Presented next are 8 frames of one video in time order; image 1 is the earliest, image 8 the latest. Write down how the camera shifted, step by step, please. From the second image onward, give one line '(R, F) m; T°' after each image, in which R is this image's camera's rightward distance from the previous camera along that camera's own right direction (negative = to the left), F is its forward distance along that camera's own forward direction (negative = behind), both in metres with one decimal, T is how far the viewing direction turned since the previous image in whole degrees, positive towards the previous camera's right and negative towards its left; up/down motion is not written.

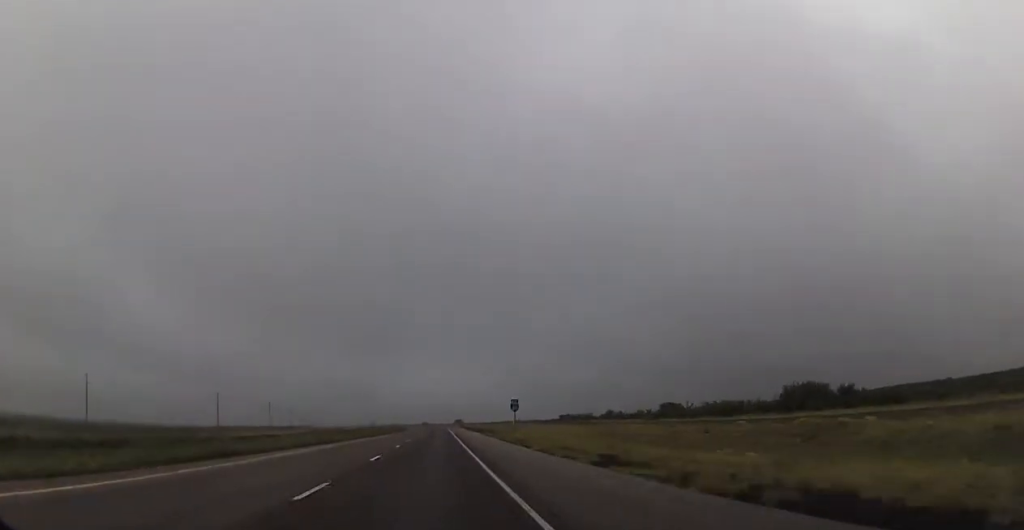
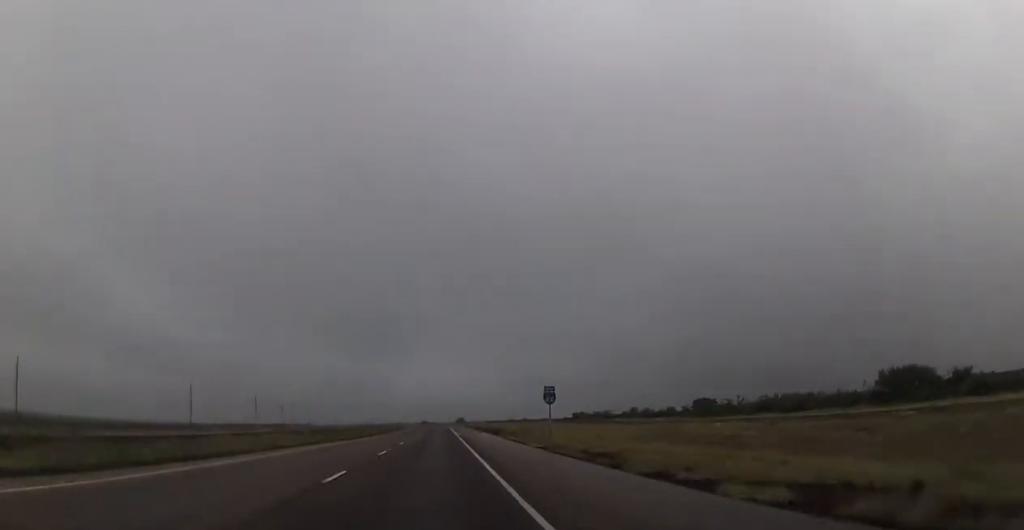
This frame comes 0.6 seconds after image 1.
(0.0, +21.8) m; 0°
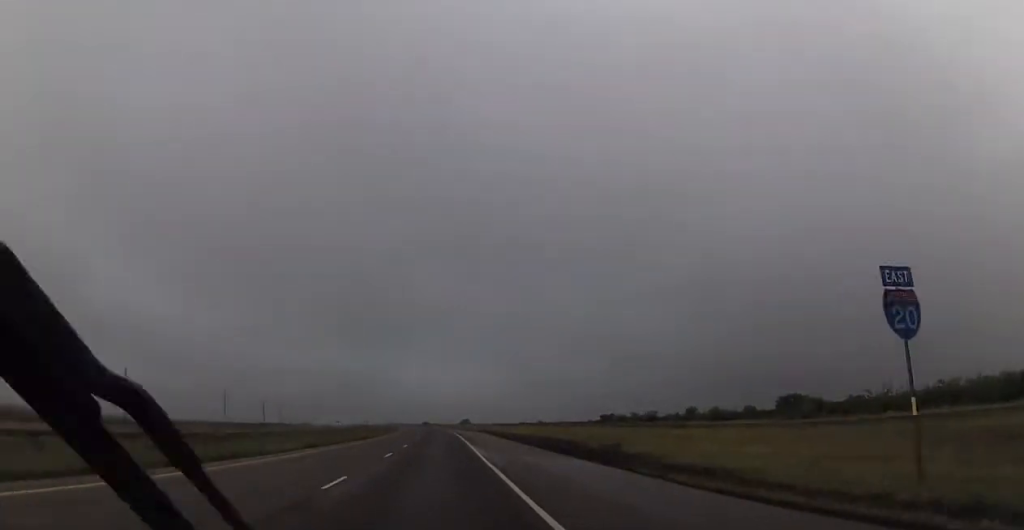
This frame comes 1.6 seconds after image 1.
(+0.1, +37.5) m; 0°
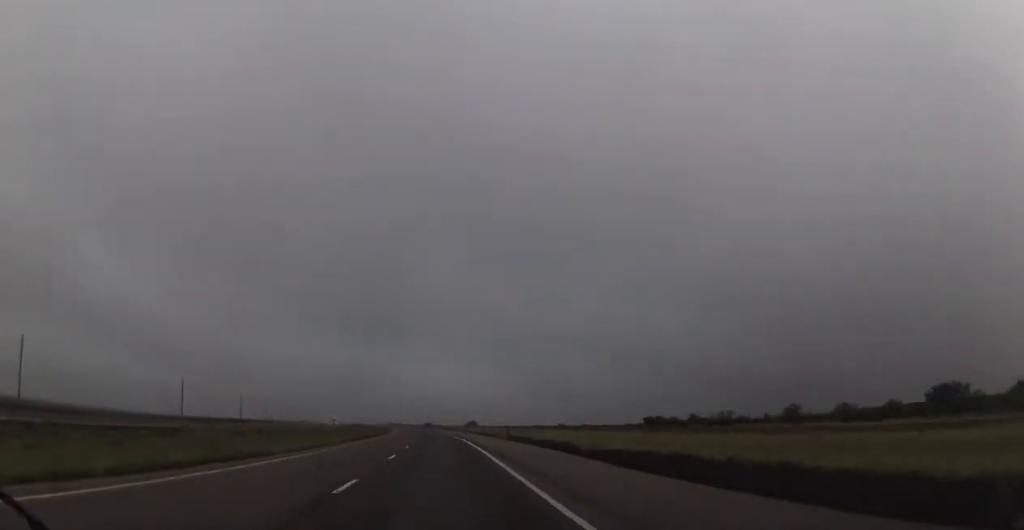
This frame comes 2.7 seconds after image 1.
(-0.4, +37.5) m; -1°
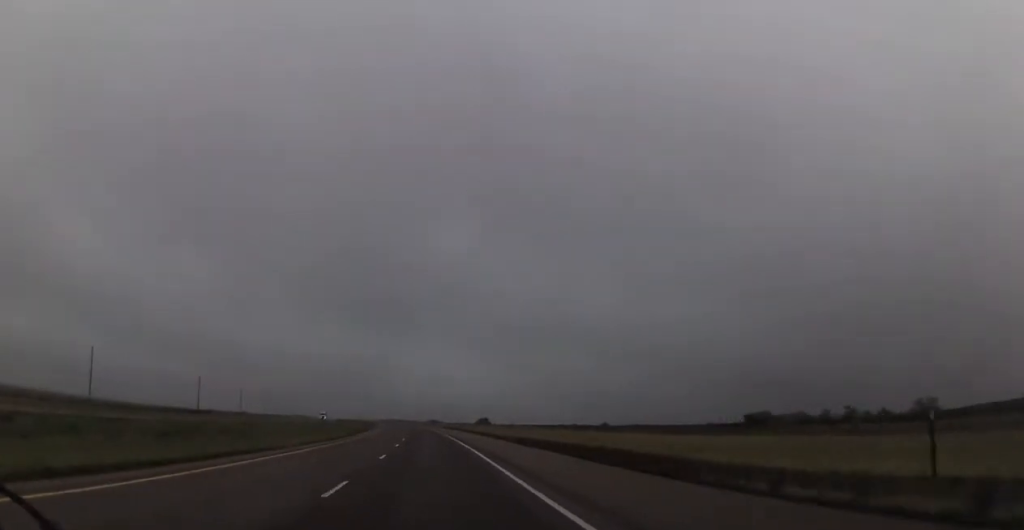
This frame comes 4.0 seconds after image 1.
(0.0, +49.5) m; 0°
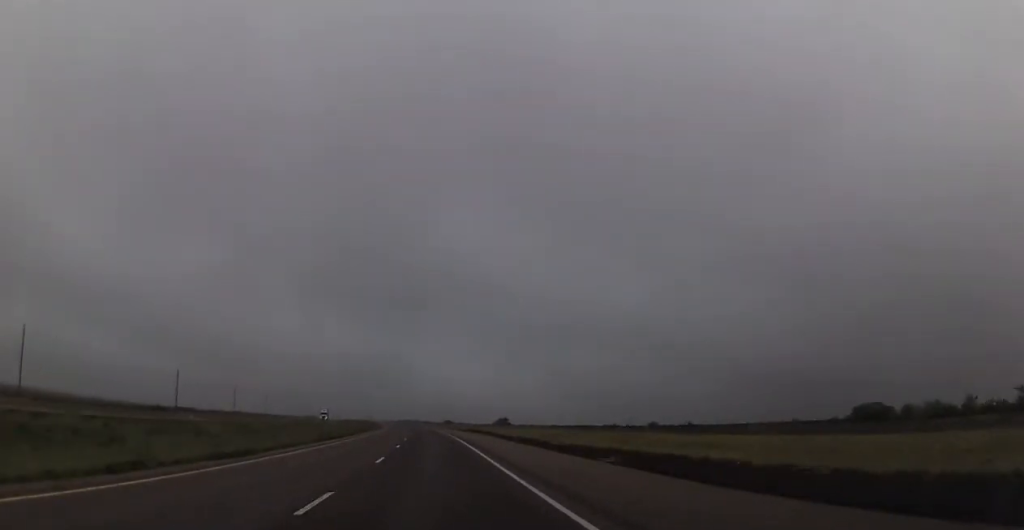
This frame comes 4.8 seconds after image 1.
(-0.1, +26.7) m; 0°
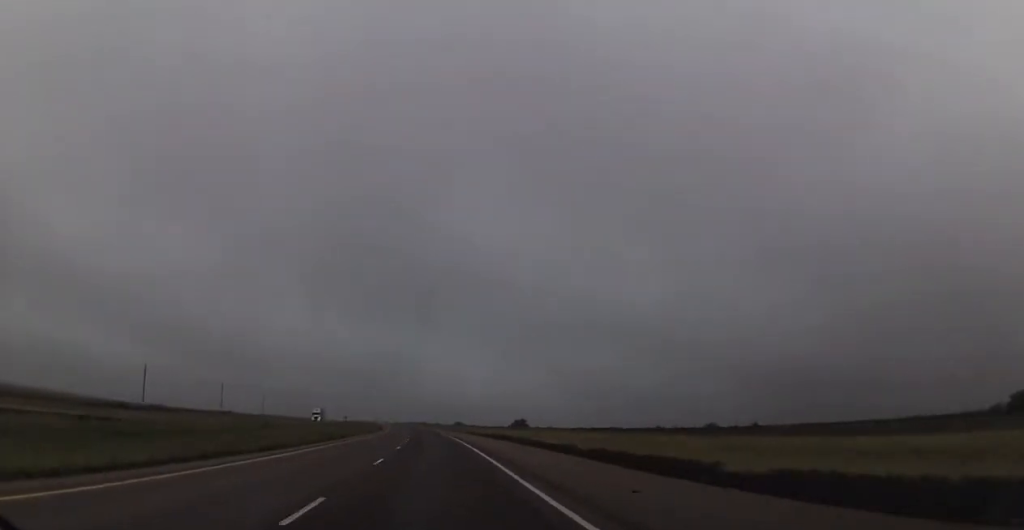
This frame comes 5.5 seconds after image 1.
(-0.1, +25.6) m; 0°
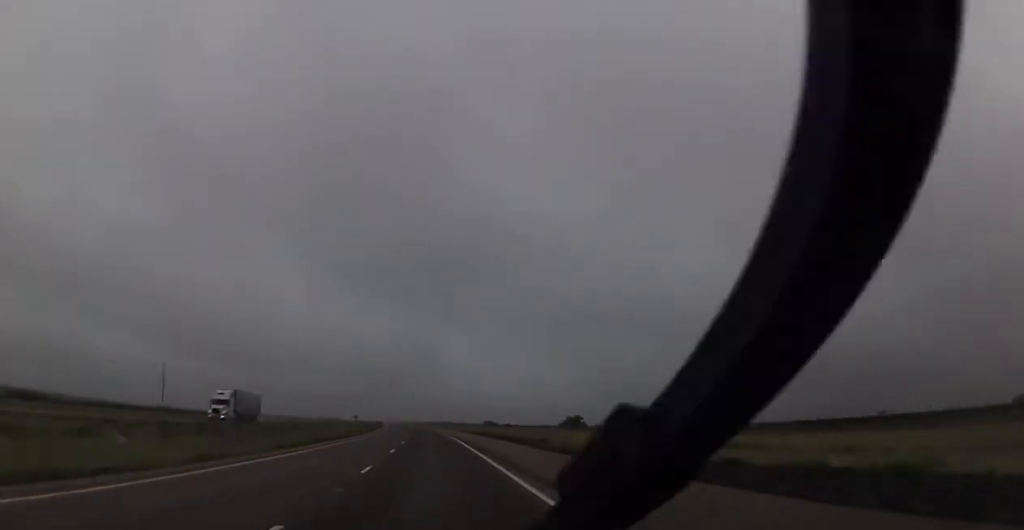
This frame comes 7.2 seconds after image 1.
(-1.2, +64.7) m; -3°
